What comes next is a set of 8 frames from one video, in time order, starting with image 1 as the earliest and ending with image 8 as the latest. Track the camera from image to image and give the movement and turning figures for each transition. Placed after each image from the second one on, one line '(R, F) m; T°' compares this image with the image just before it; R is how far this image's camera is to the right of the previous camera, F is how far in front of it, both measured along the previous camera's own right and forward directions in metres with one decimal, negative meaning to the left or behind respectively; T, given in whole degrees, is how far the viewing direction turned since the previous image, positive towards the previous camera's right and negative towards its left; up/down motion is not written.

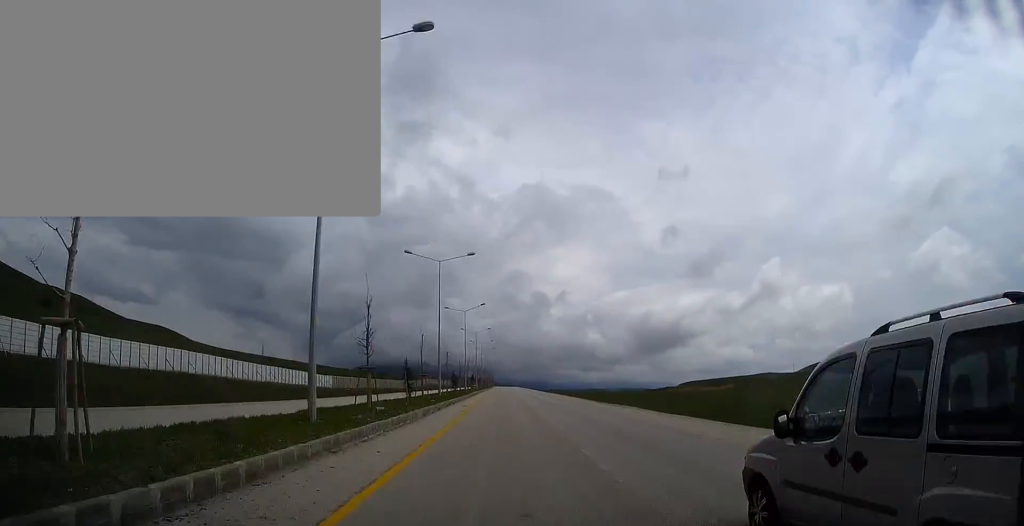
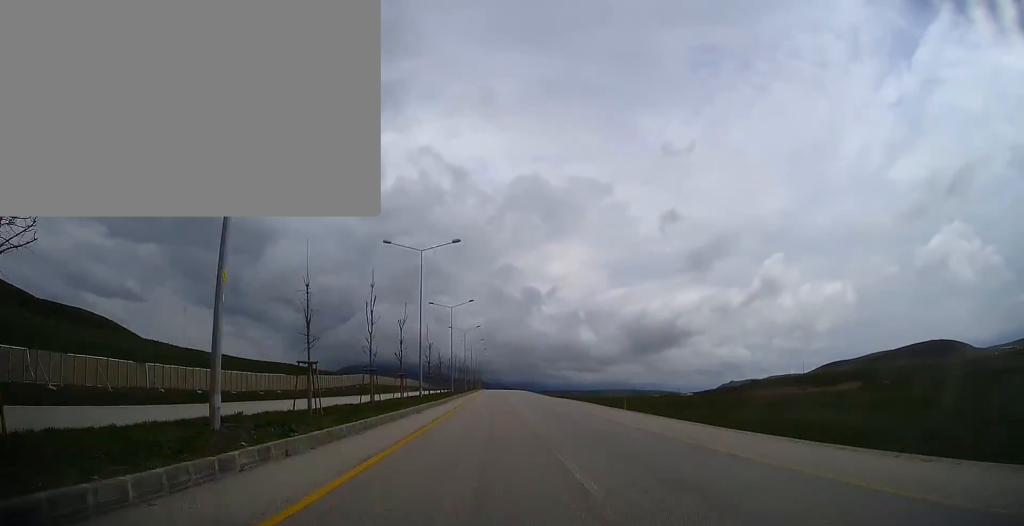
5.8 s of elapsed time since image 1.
(+0.8, +144.4) m; 0°
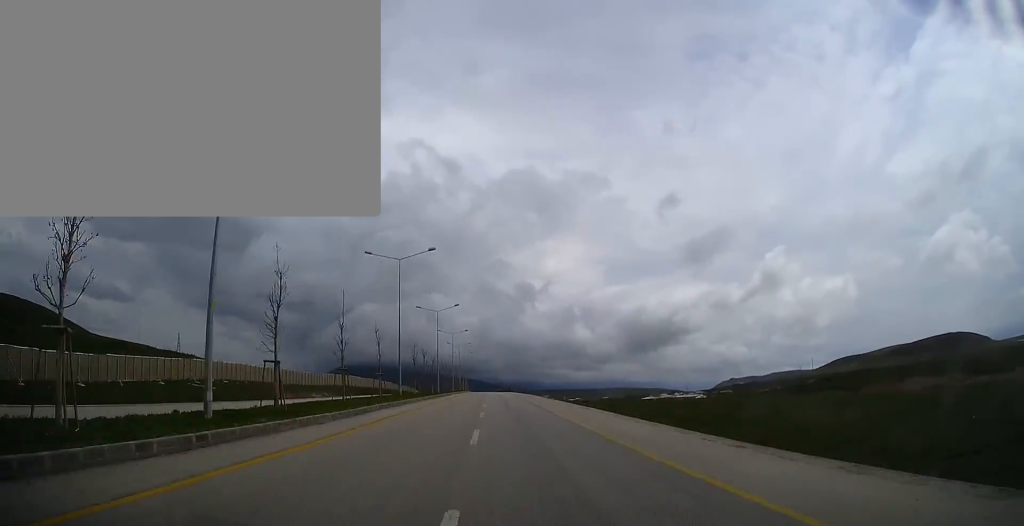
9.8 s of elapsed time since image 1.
(+0.7, +99.9) m; 0°
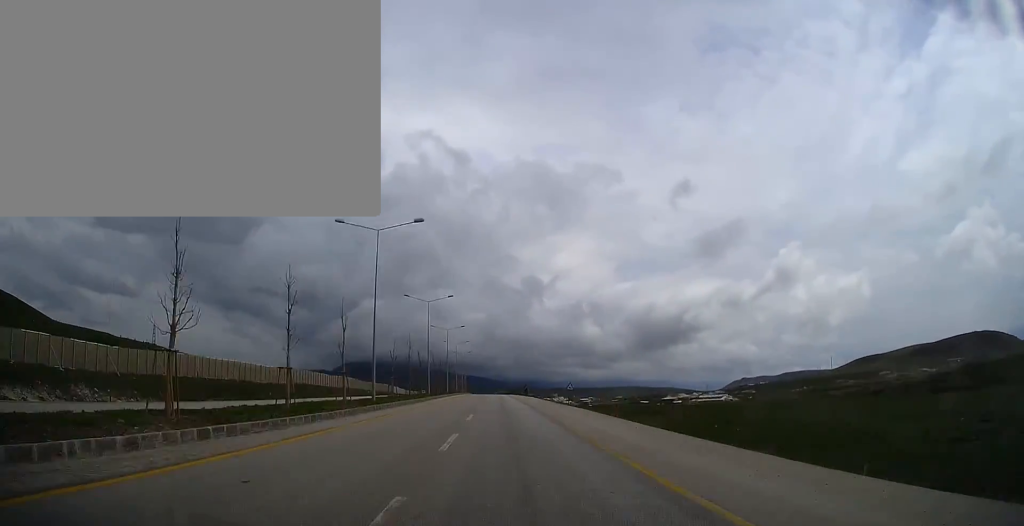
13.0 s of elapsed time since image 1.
(-0.8, +80.1) m; -1°
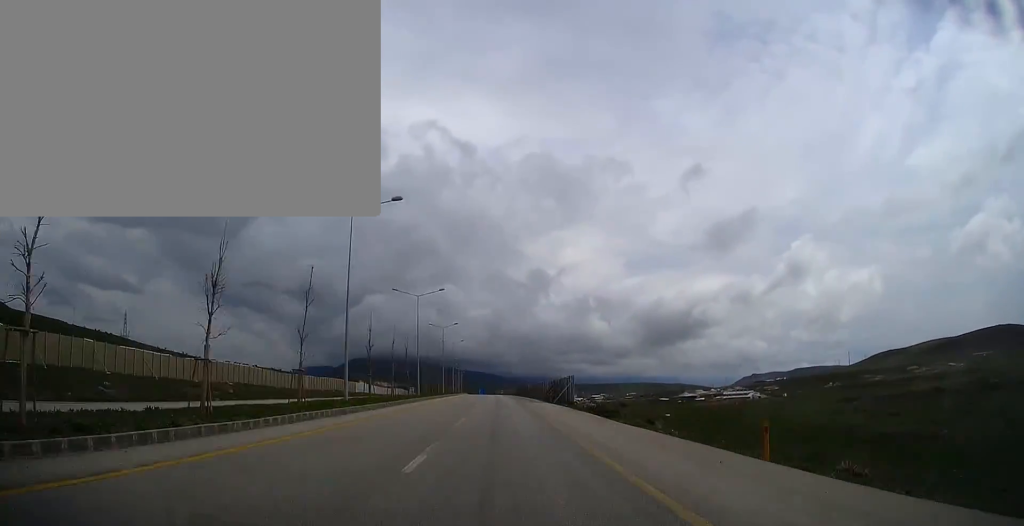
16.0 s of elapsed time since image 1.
(0.0, +75.0) m; -1°
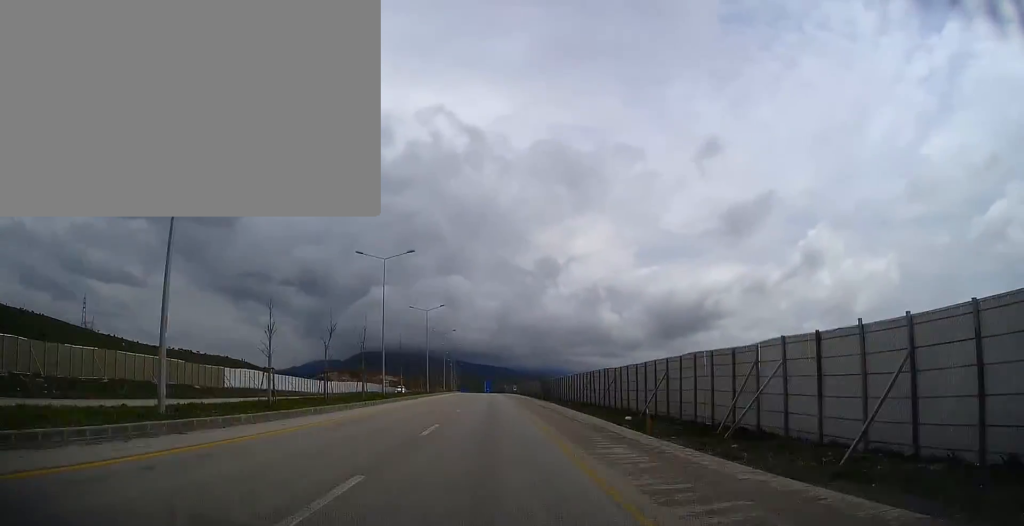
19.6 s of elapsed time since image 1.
(-1.4, +90.2) m; -1°
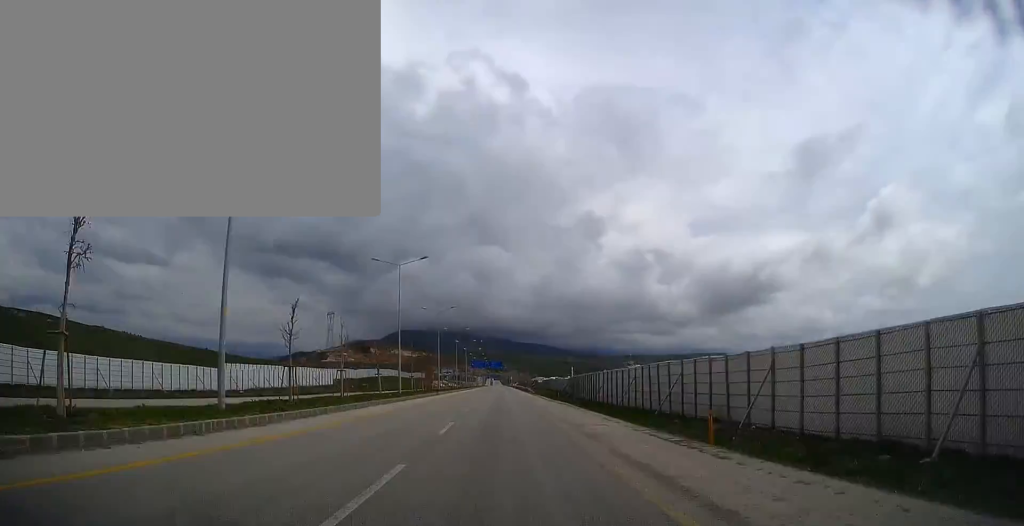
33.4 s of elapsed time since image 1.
(-12.5, +347.0) m; -3°
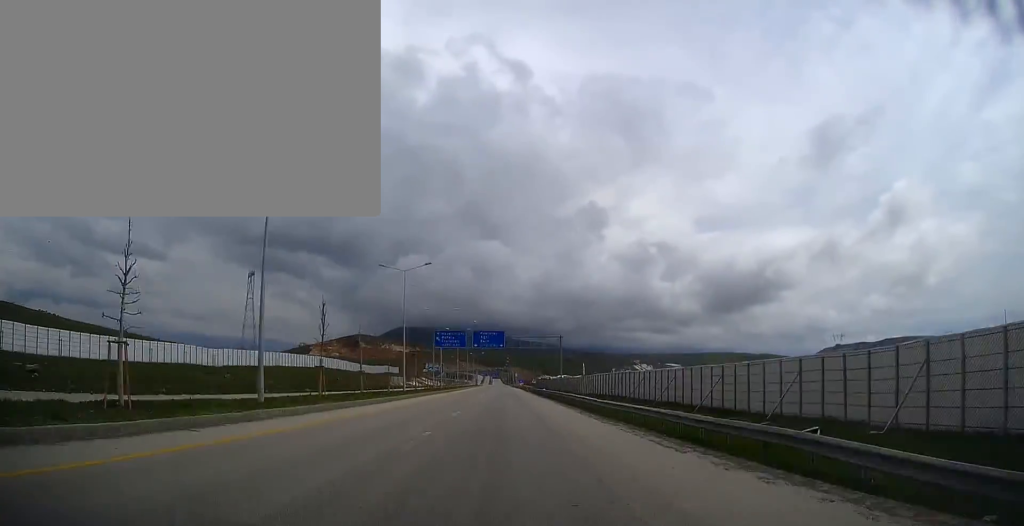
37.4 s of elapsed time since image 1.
(-0.1, +100.8) m; 0°
